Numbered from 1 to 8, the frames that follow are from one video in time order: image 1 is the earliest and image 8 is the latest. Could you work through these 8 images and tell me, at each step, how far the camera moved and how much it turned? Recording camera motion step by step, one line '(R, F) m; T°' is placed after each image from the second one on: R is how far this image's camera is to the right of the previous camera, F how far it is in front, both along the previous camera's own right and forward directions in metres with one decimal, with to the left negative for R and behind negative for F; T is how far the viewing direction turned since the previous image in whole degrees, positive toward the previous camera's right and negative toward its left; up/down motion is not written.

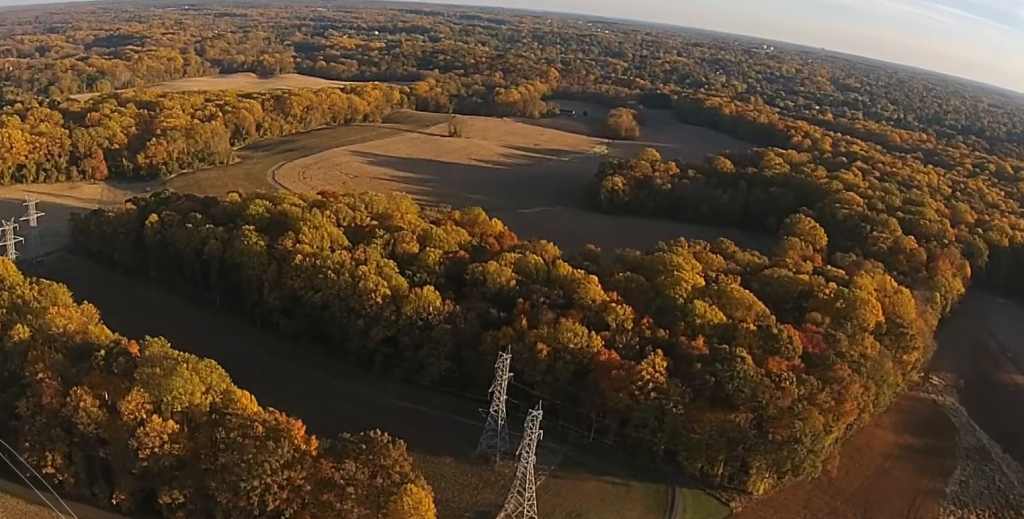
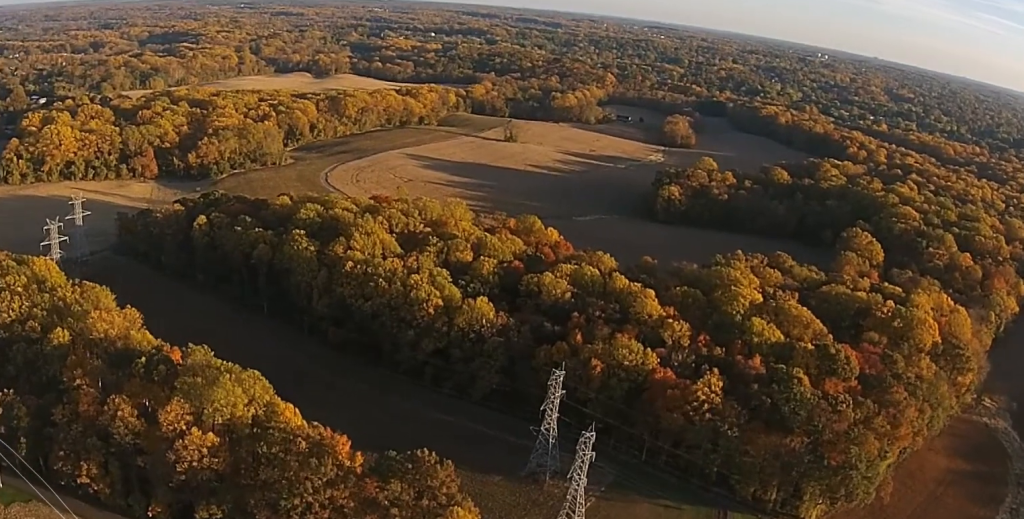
(0.0, +7.9) m; -1°
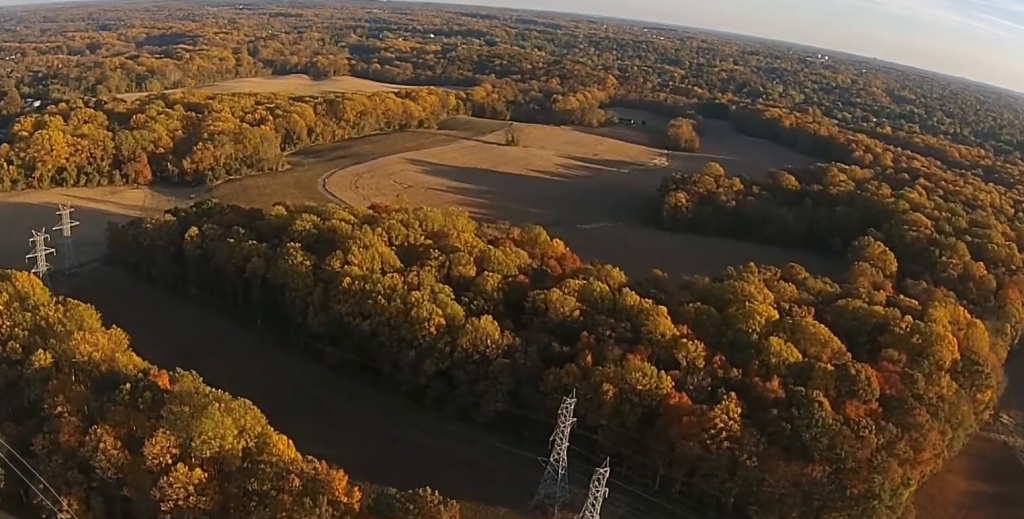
(-0.1, +15.0) m; -1°
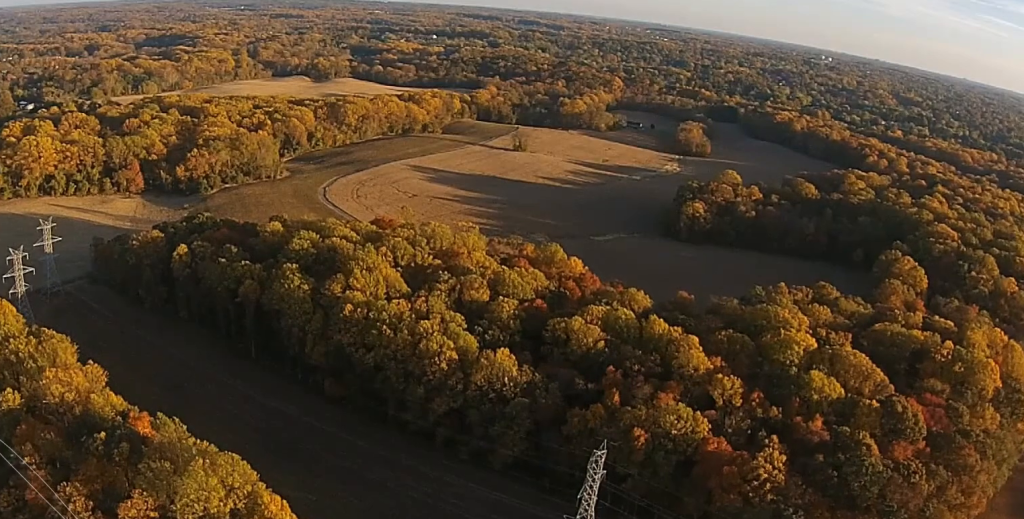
(-0.3, +27.8) m; -1°
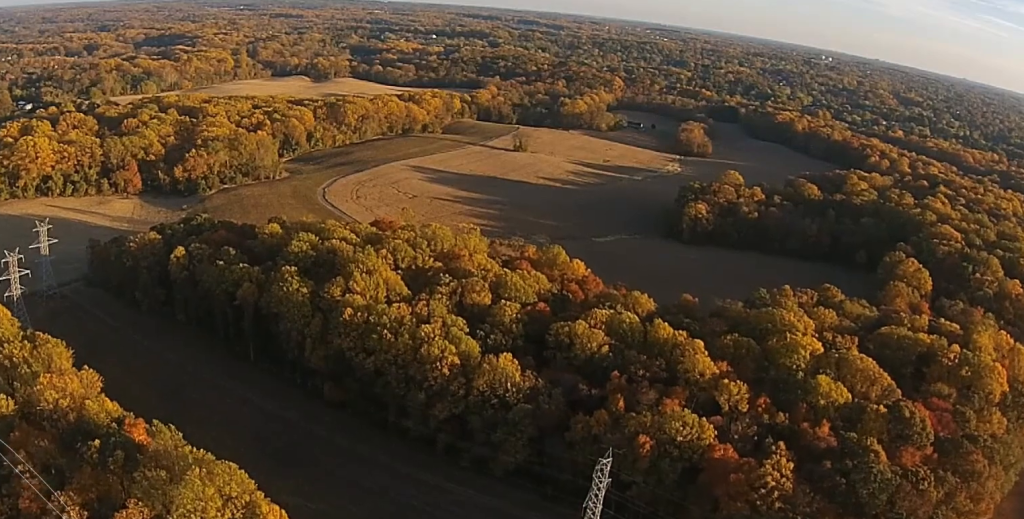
(0.0, +4.7) m; 0°
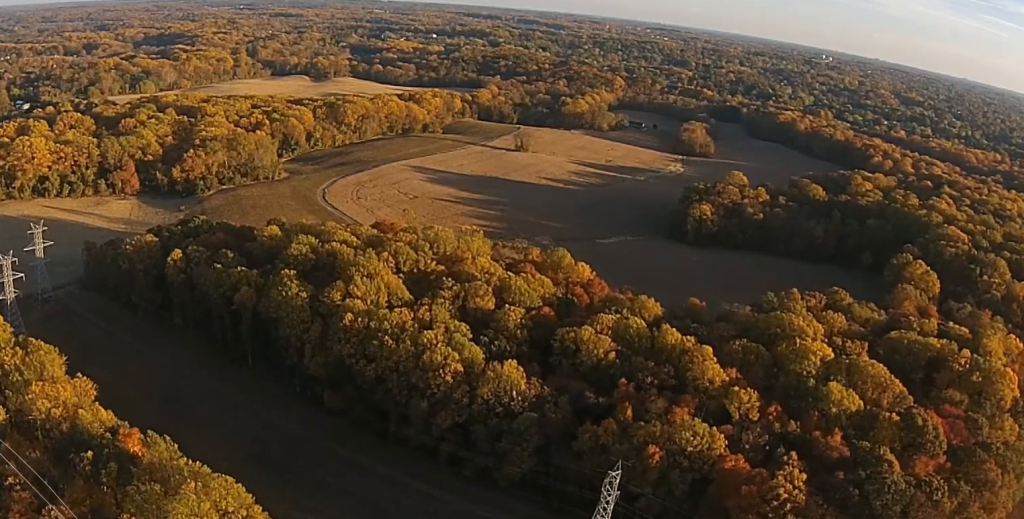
(0.0, +7.0) m; 0°
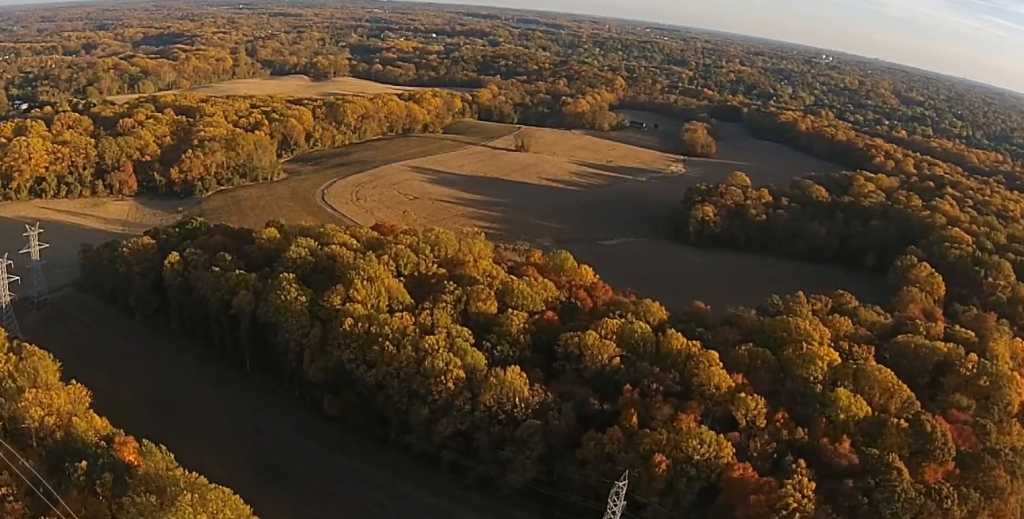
(0.0, +4.9) m; 0°
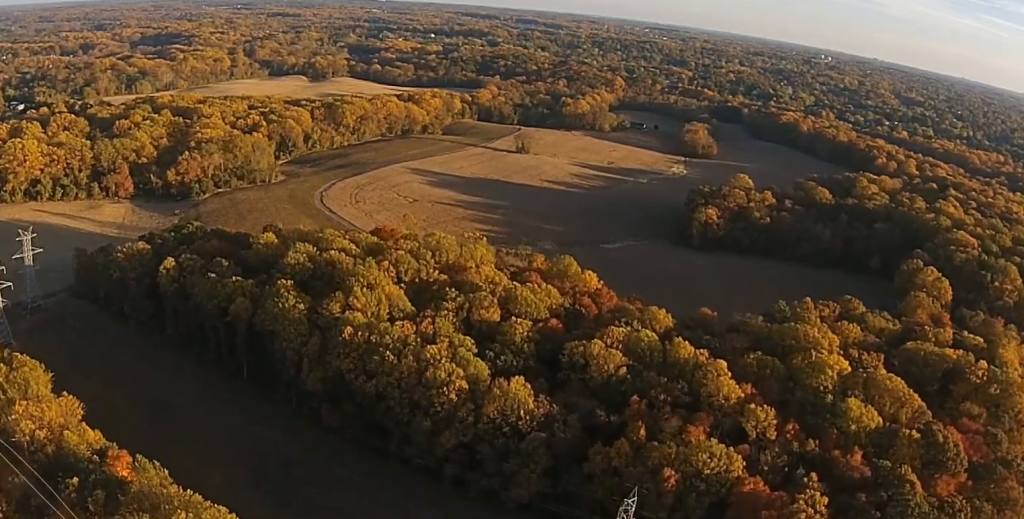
(0.0, +6.8) m; 0°
